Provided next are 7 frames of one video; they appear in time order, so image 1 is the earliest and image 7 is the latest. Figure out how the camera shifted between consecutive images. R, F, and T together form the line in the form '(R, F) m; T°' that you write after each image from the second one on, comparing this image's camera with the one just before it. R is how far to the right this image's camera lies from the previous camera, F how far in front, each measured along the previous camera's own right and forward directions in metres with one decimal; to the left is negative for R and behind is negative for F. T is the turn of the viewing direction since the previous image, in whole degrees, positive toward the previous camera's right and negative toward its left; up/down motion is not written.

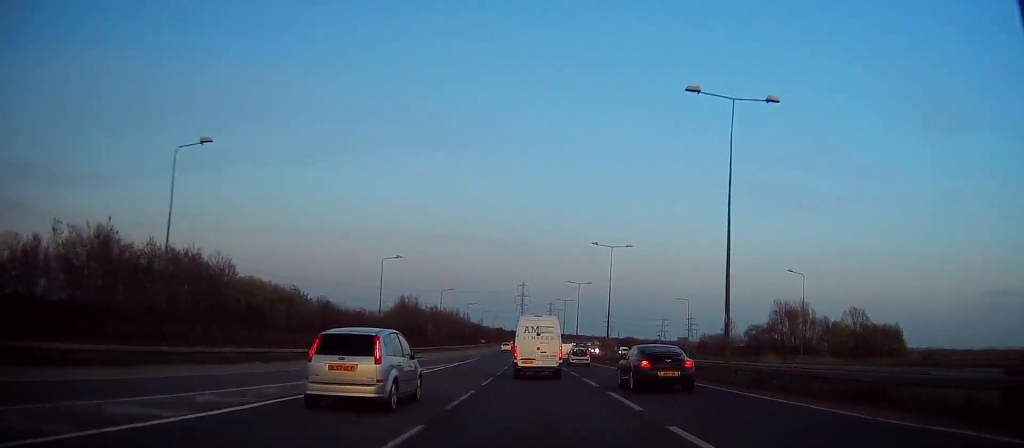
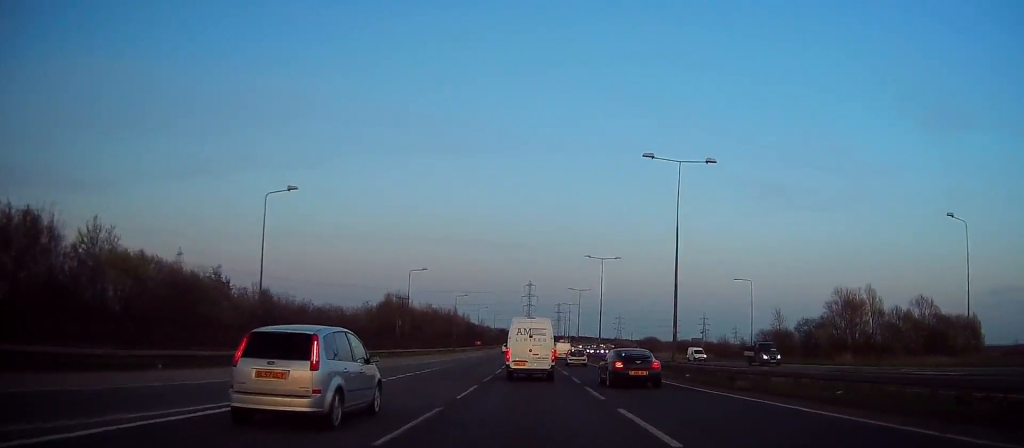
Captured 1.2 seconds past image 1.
(0.0, +32.0) m; -1°
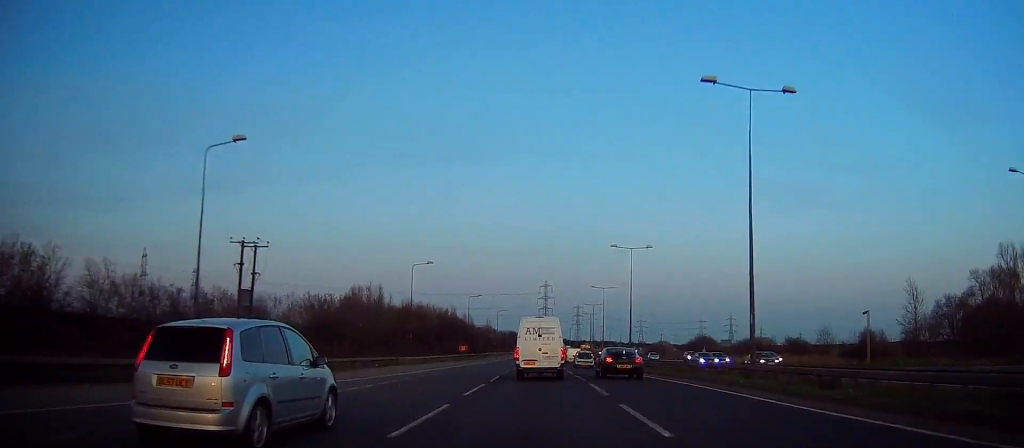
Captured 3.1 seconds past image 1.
(-0.9, +53.0) m; -1°
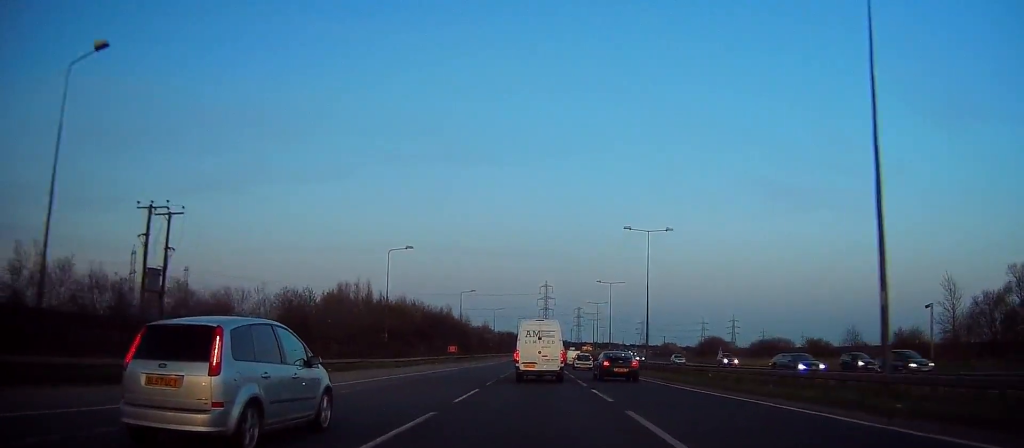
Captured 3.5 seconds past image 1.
(0.0, +10.8) m; 0°
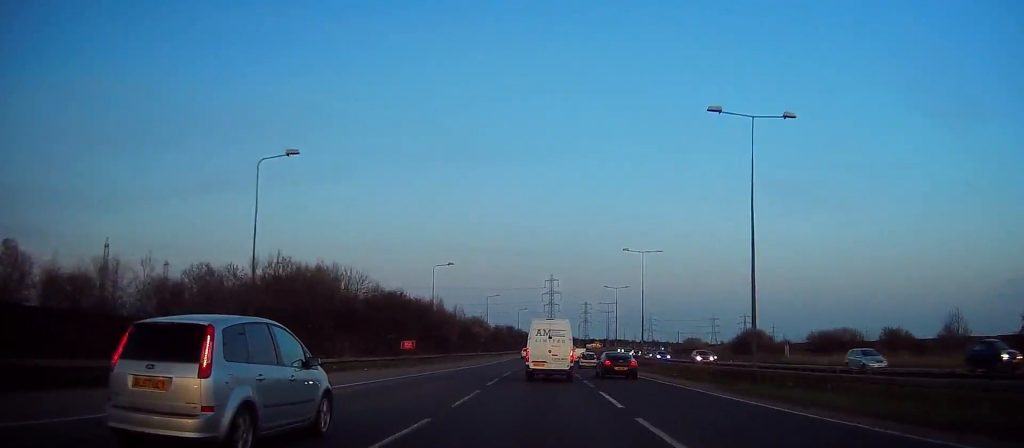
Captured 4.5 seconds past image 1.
(-0.3, +28.2) m; -1°
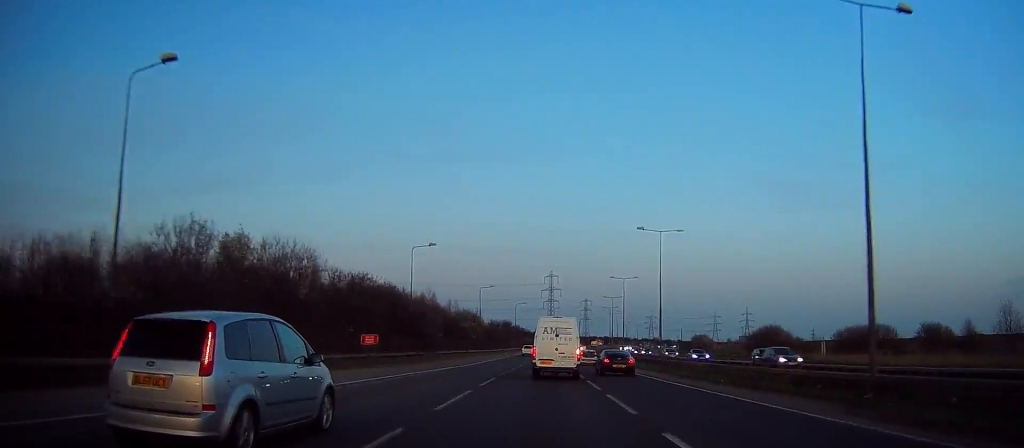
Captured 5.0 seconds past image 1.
(-0.3, +11.2) m; 0°
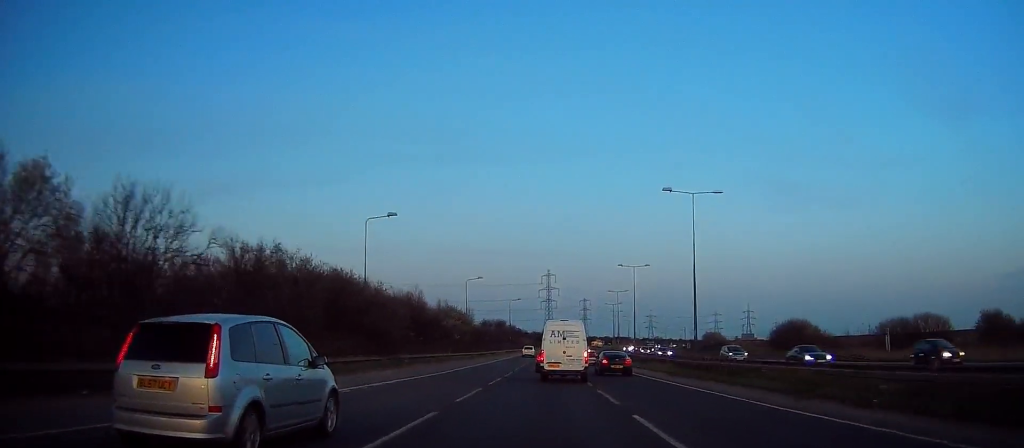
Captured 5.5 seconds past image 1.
(+0.2, +14.5) m; +1°
